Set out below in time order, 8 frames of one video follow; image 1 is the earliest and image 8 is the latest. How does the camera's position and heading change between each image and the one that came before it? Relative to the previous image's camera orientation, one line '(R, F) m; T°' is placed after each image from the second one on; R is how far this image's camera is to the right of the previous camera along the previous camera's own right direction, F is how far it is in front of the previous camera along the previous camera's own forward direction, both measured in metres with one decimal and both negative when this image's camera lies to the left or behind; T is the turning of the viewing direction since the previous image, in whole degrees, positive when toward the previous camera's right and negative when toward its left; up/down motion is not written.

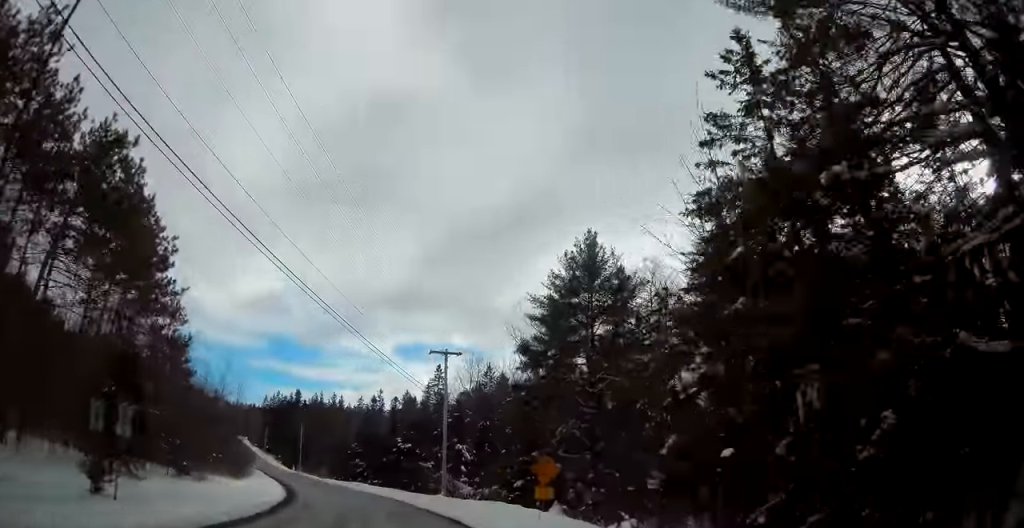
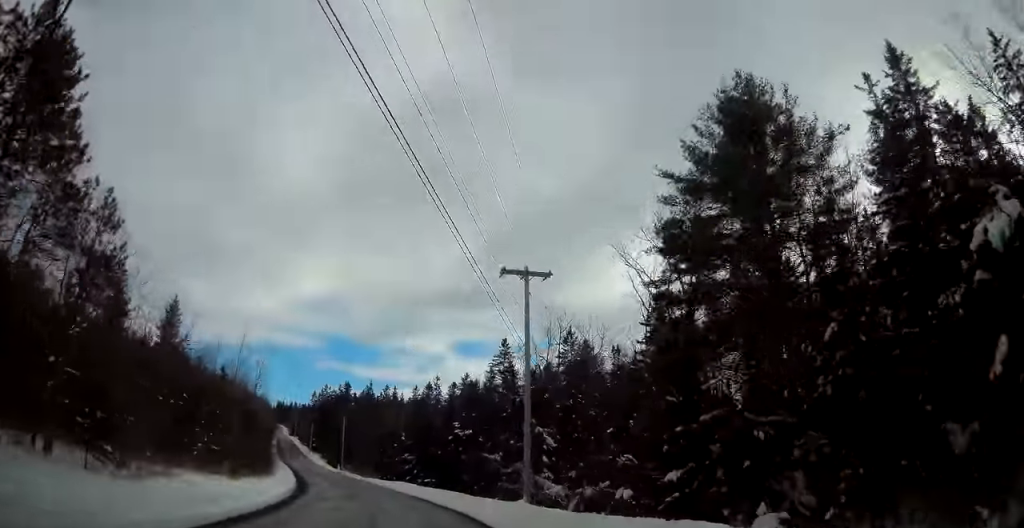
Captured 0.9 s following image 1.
(-0.7, +15.8) m; -5°
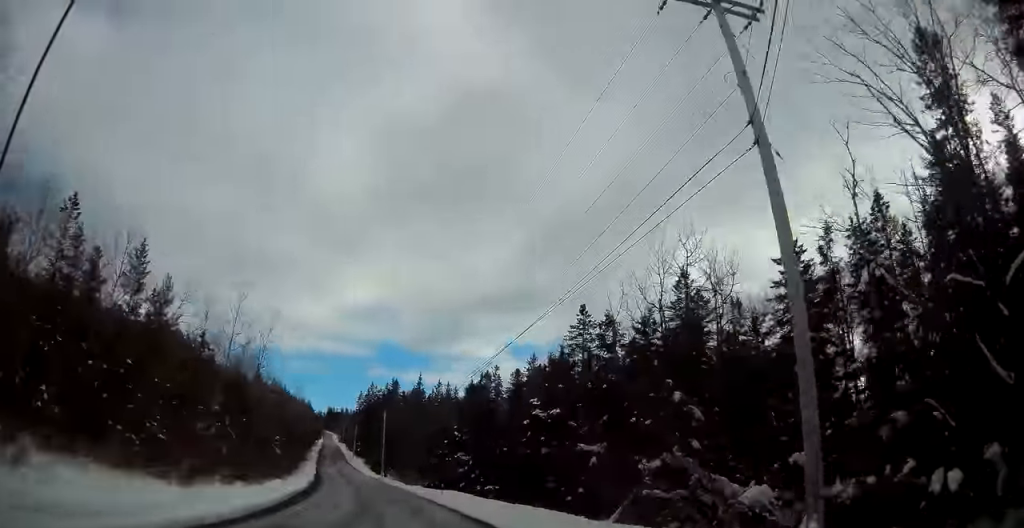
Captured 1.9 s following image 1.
(-0.9, +17.4) m; -7°
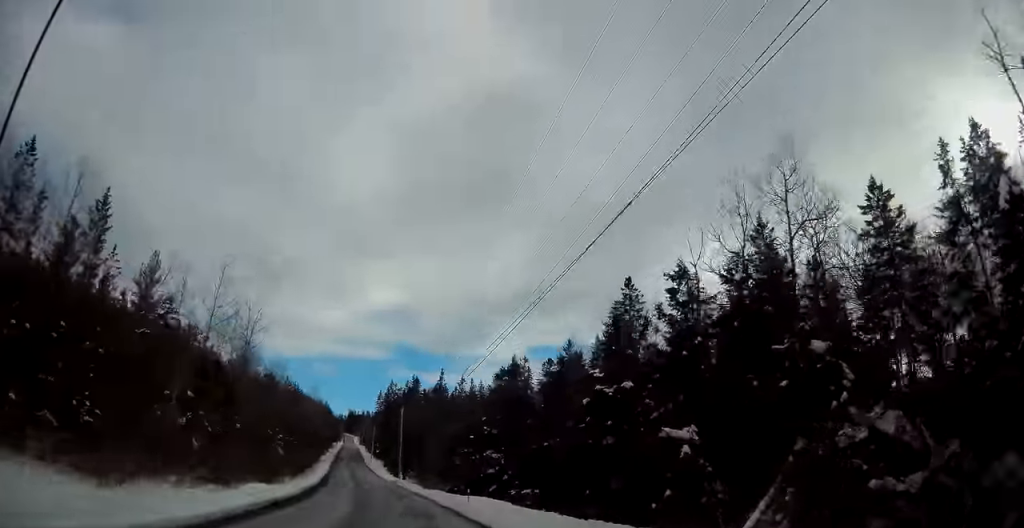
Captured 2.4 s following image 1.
(0.0, +9.1) m; -4°
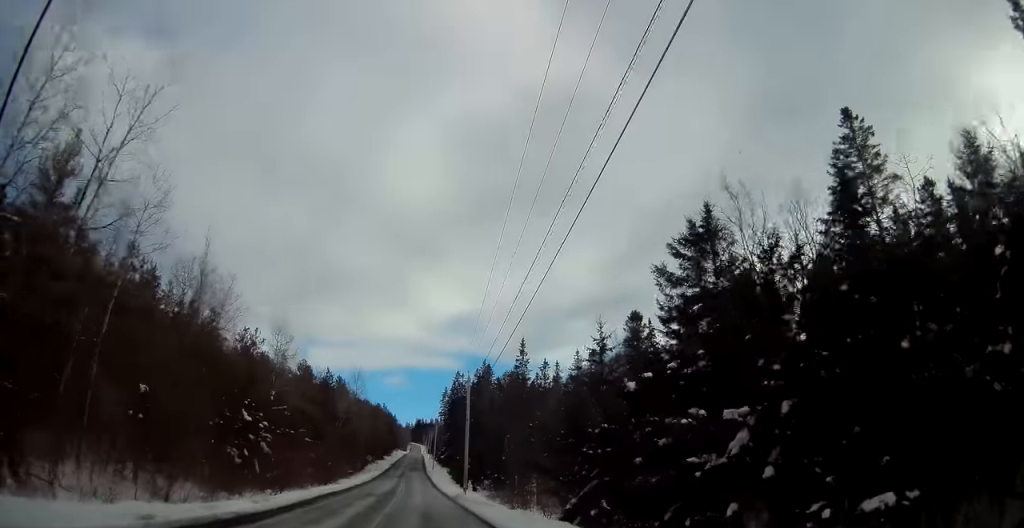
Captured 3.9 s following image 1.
(-2.7, +28.6) m; -7°
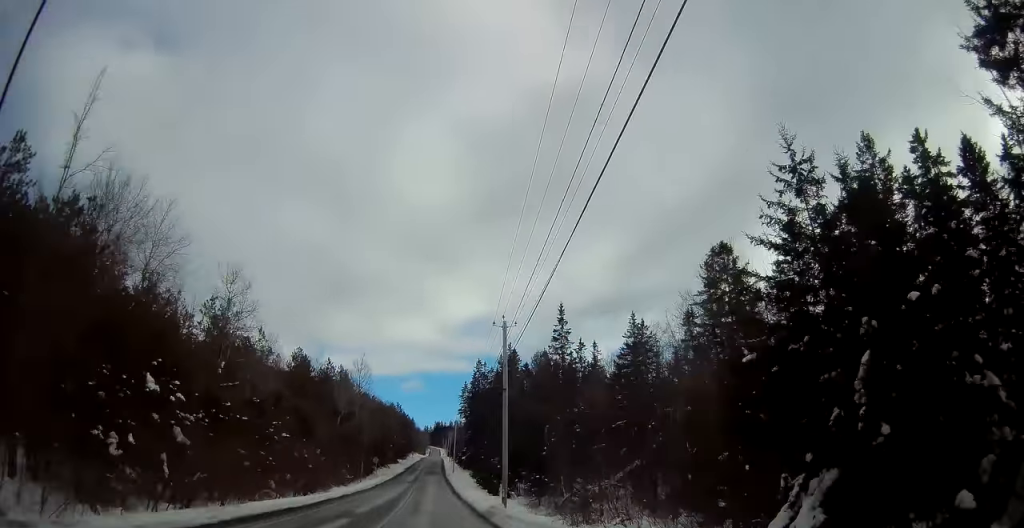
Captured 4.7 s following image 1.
(-0.4, +17.5) m; -2°
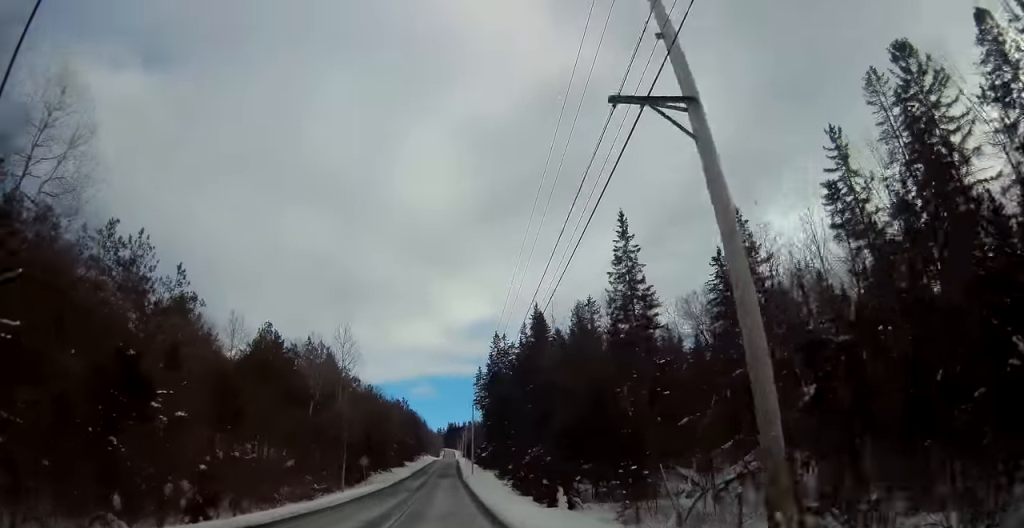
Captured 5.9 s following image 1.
(-0.5, +23.6) m; -2°
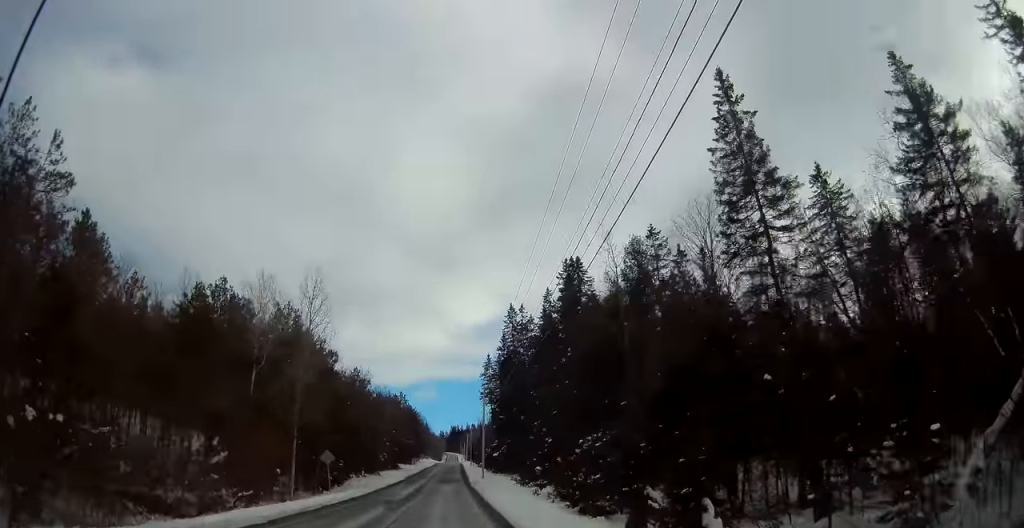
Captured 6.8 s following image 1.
(-0.2, +19.0) m; 0°
